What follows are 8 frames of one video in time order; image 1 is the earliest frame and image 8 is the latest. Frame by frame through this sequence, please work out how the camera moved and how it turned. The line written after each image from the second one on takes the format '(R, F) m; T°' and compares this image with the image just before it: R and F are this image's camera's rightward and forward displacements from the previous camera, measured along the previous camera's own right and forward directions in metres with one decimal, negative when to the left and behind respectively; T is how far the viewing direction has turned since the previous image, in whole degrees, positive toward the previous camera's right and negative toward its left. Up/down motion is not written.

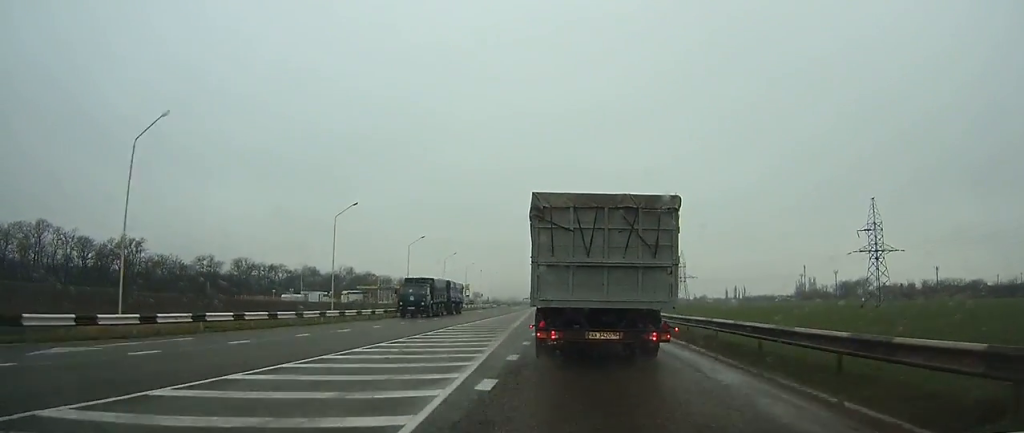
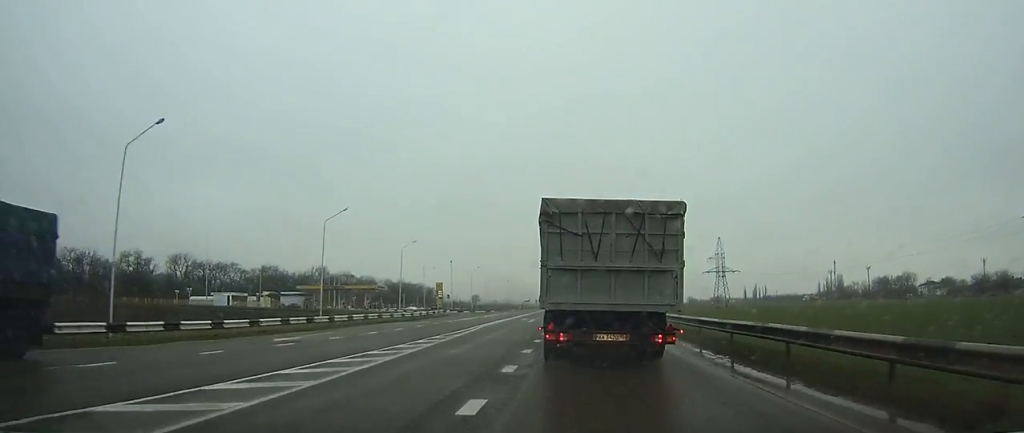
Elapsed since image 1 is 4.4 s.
(+0.1, +50.0) m; 0°
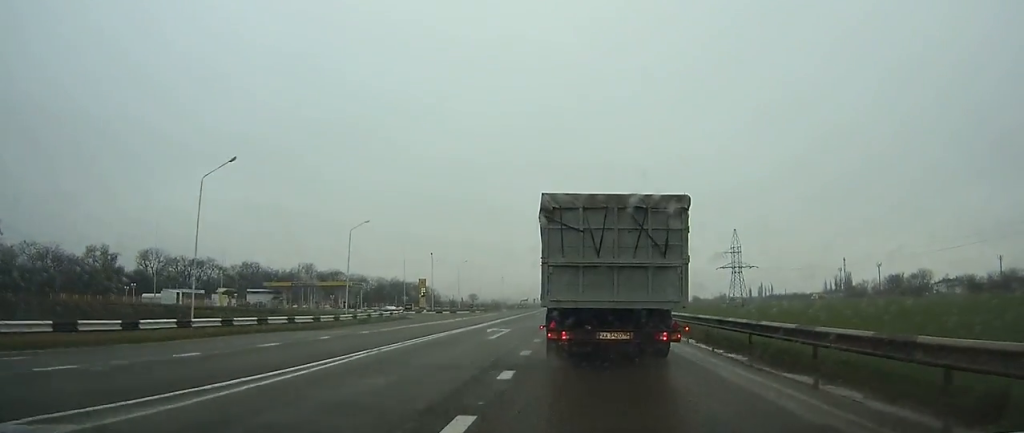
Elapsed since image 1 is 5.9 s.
(0.0, +17.3) m; 0°
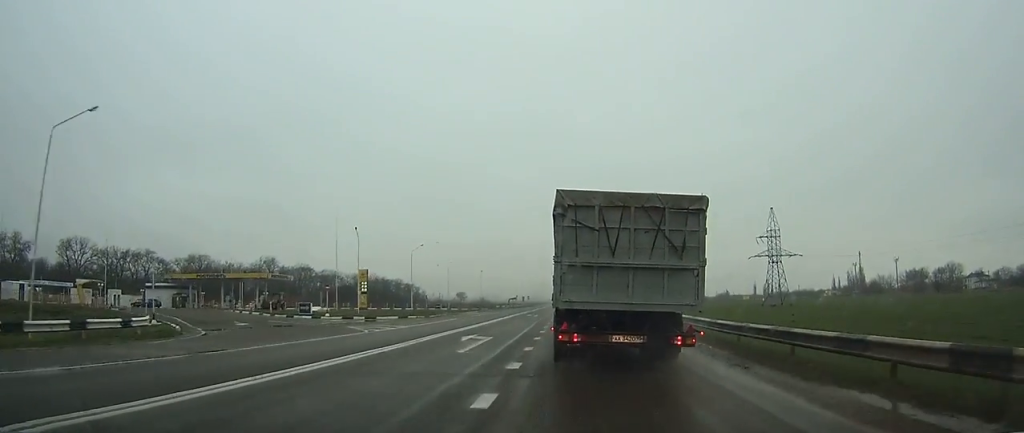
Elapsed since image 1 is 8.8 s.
(+0.1, +34.8) m; 0°
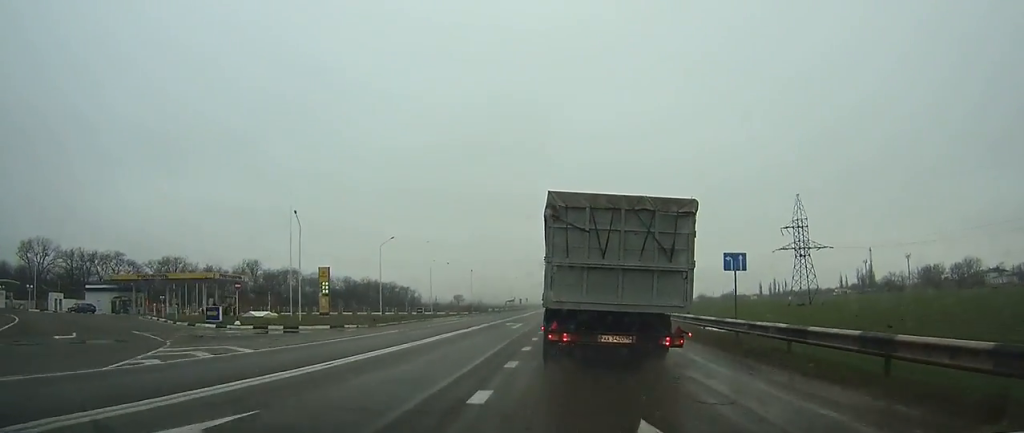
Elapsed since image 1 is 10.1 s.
(0.0, +15.8) m; 0°
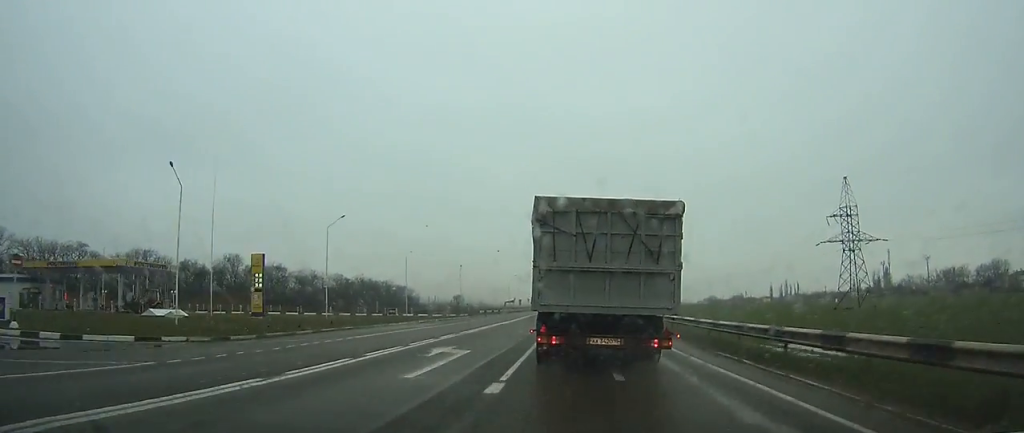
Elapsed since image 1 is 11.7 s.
(+0.1, +18.9) m; 0°
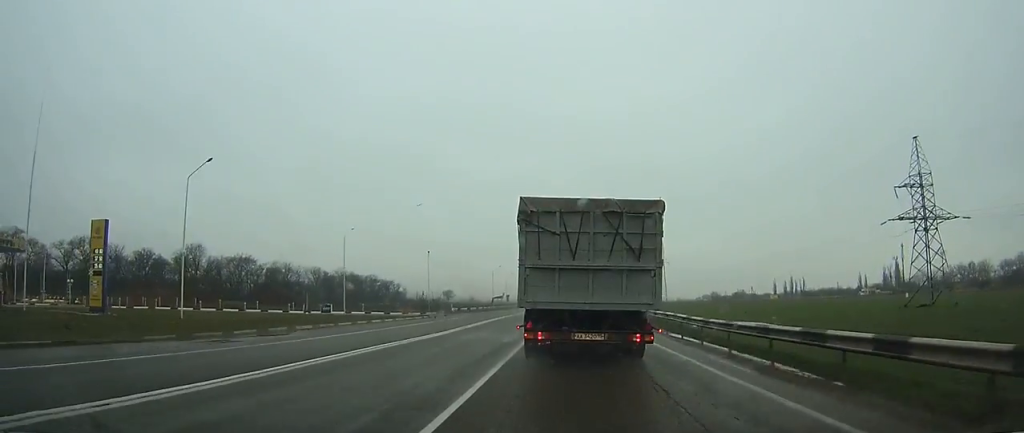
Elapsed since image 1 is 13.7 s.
(0.0, +22.9) m; 0°
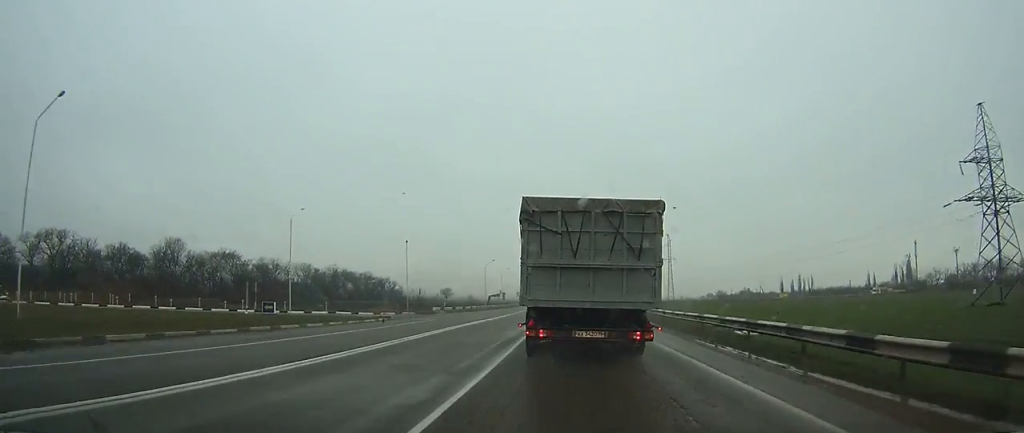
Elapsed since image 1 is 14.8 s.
(0.0, +13.6) m; 0°
